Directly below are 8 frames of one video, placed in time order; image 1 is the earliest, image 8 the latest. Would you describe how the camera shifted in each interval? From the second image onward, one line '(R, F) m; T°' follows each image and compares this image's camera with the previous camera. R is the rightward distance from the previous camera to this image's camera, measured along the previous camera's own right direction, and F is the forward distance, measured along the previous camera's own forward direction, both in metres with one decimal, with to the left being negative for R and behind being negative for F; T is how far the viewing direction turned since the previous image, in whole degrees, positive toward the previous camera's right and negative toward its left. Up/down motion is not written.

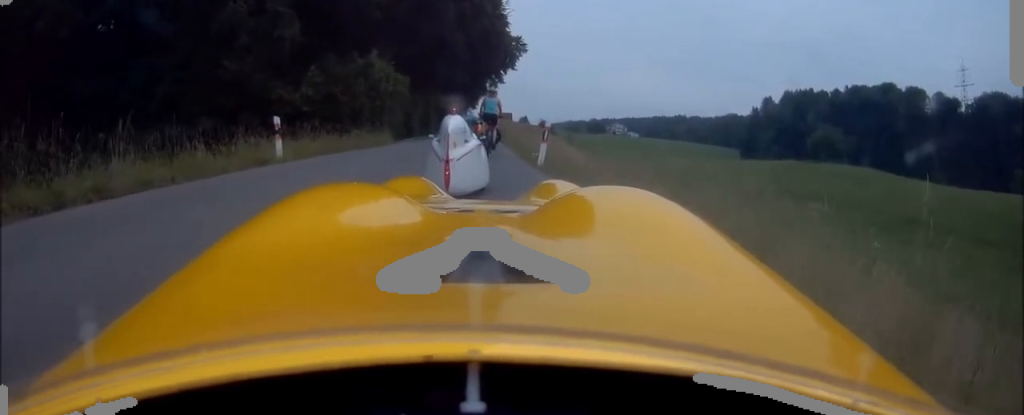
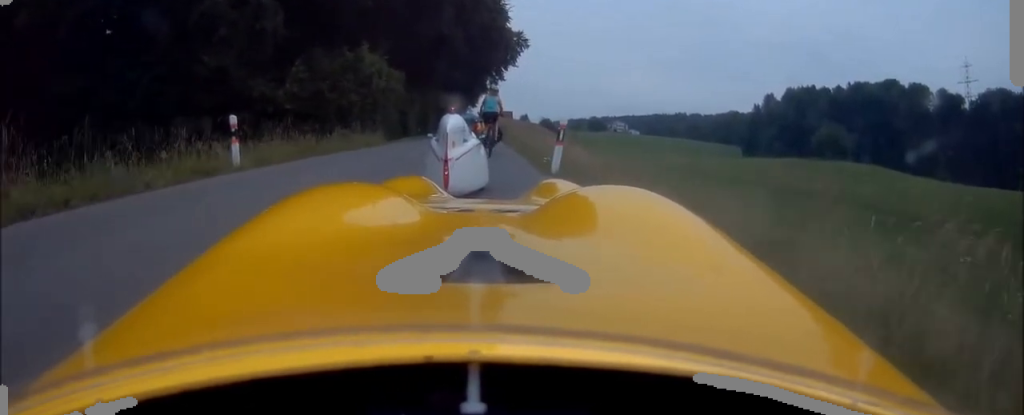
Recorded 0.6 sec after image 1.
(+0.1, +2.5) m; -3°
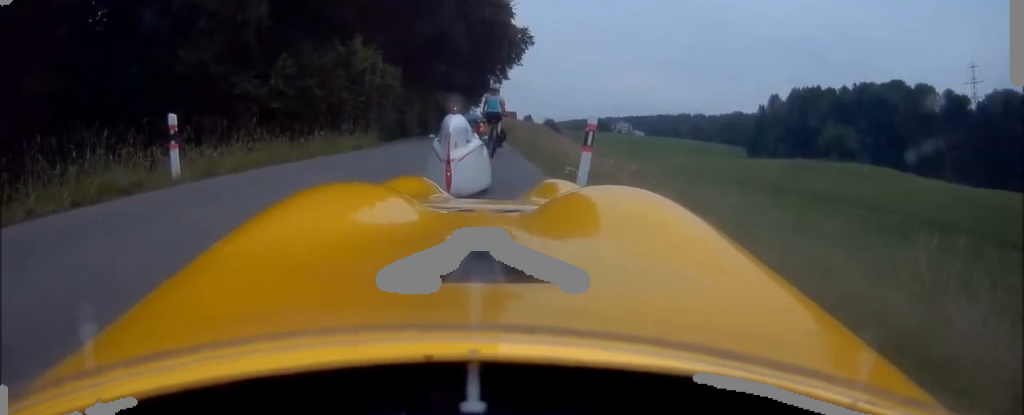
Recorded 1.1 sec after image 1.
(-0.2, +2.4) m; -3°
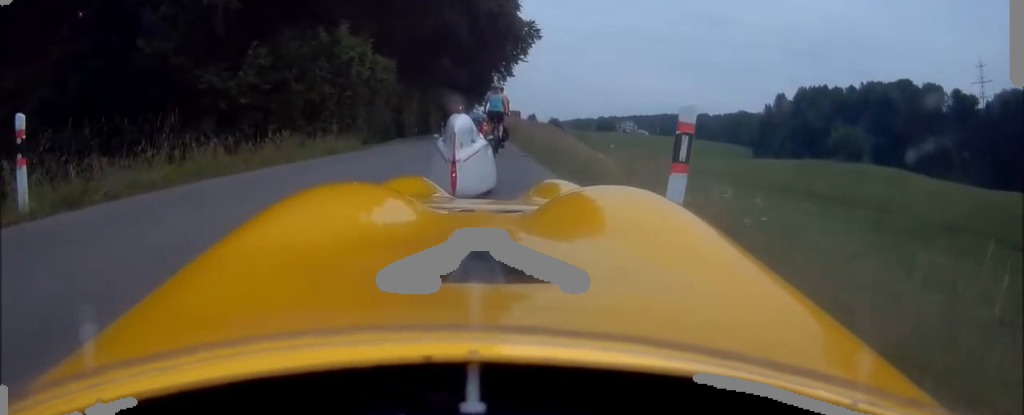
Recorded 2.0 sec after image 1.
(-0.2, +3.5) m; 0°
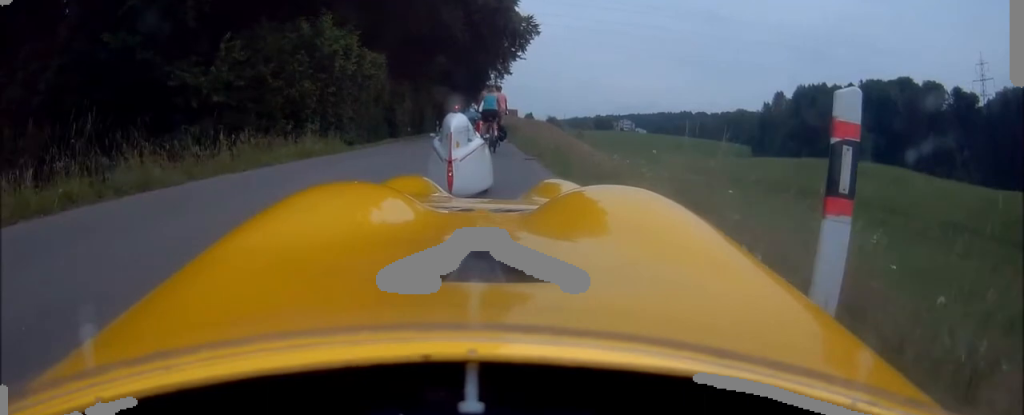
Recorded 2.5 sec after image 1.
(-0.1, +2.1) m; +2°
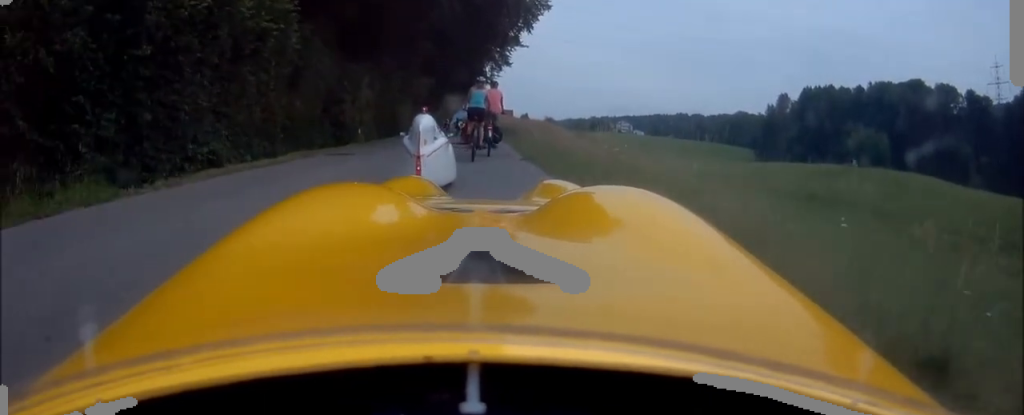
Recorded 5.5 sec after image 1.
(+0.4, +12.4) m; 0°
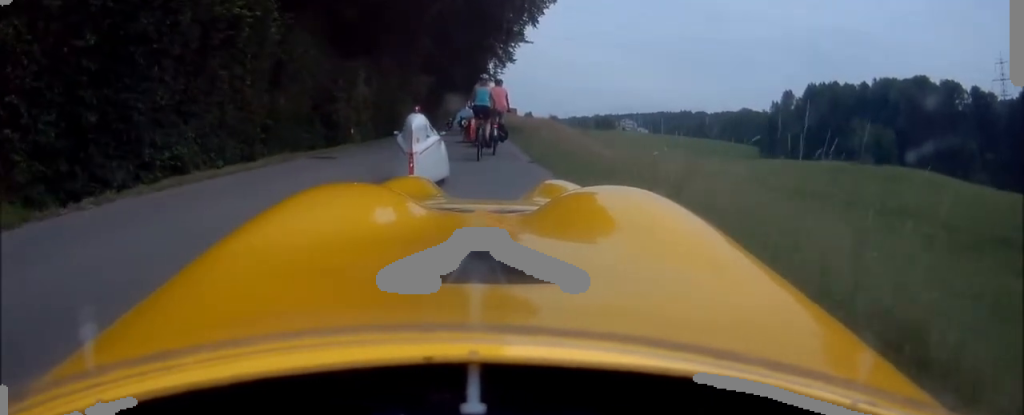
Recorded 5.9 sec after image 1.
(+0.1, +1.7) m; 0°
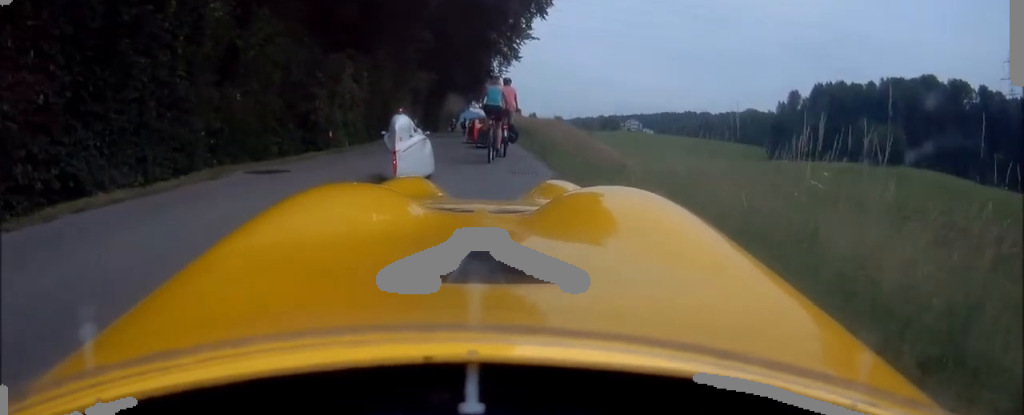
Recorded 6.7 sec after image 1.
(+0.2, +3.2) m; -1°
